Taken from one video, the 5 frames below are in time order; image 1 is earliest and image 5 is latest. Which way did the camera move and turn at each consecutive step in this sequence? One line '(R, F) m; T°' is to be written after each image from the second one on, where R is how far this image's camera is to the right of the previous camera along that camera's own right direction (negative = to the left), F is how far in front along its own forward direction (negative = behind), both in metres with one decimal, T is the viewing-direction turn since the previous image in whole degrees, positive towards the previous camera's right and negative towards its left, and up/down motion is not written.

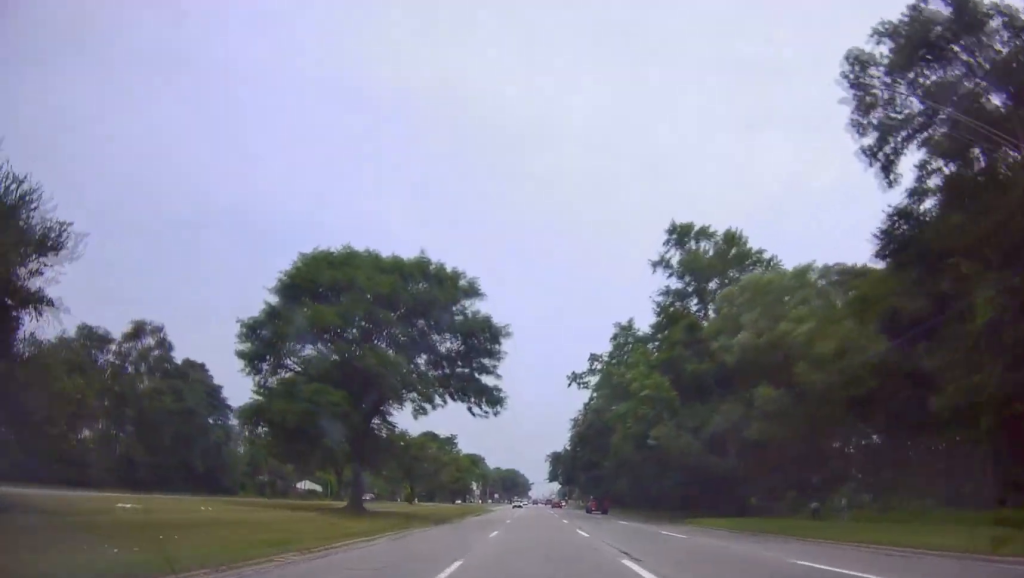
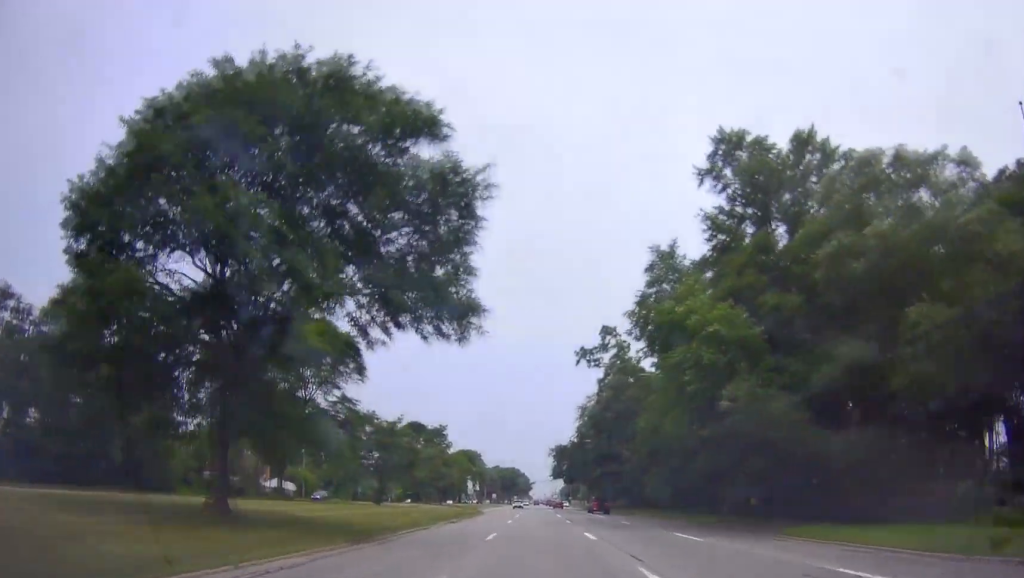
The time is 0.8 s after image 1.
(+0.4, +16.4) m; +1°
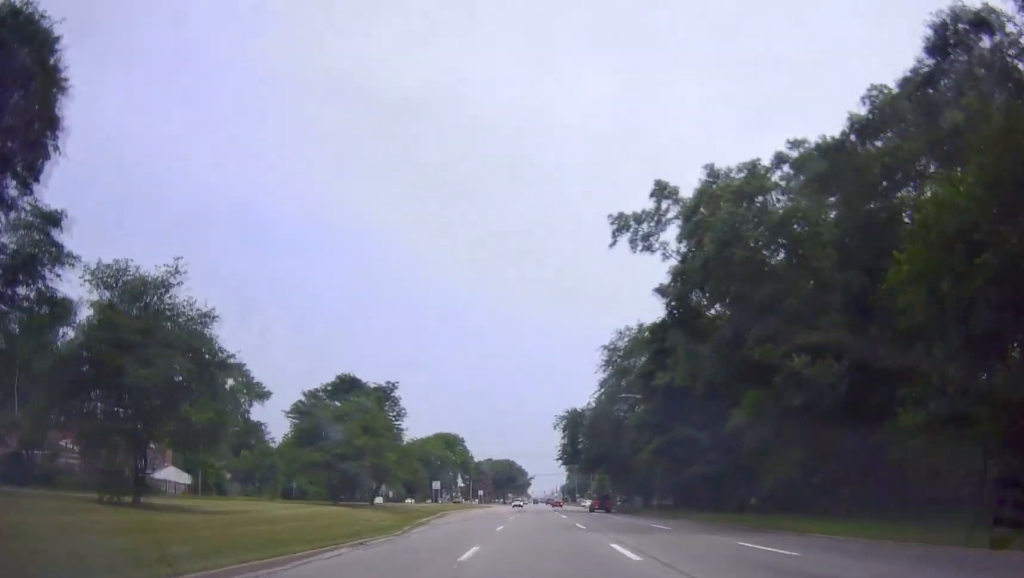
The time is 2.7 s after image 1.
(-1.4, +39.6) m; -2°
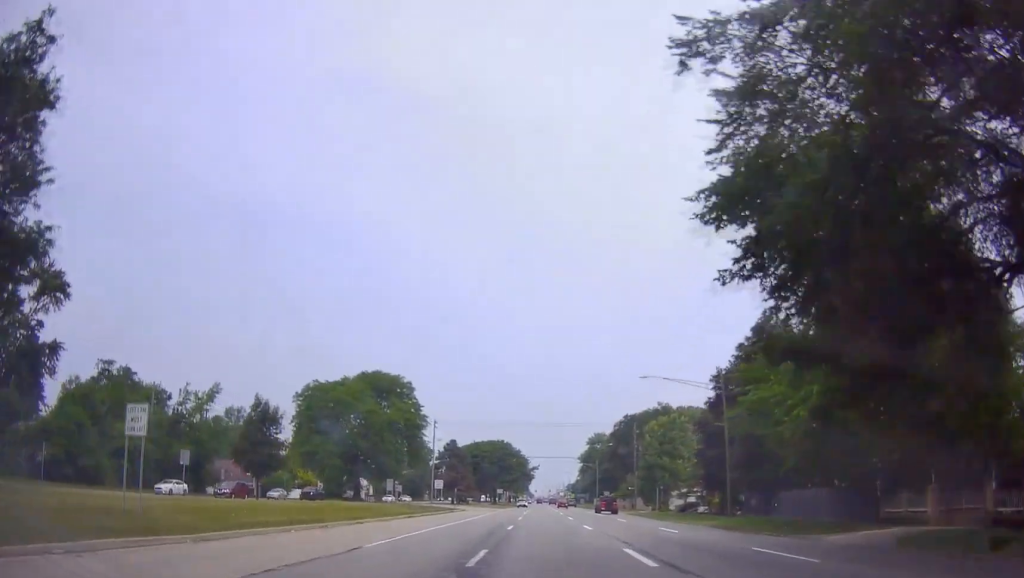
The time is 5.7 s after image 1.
(+1.4, +62.0) m; 0°
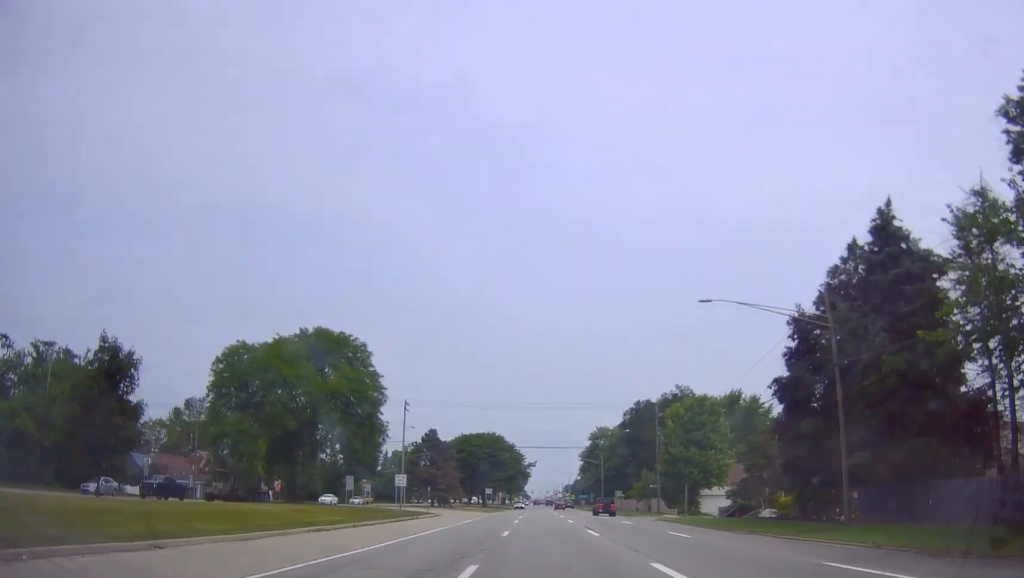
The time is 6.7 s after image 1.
(-0.7, +18.9) m; 0°
